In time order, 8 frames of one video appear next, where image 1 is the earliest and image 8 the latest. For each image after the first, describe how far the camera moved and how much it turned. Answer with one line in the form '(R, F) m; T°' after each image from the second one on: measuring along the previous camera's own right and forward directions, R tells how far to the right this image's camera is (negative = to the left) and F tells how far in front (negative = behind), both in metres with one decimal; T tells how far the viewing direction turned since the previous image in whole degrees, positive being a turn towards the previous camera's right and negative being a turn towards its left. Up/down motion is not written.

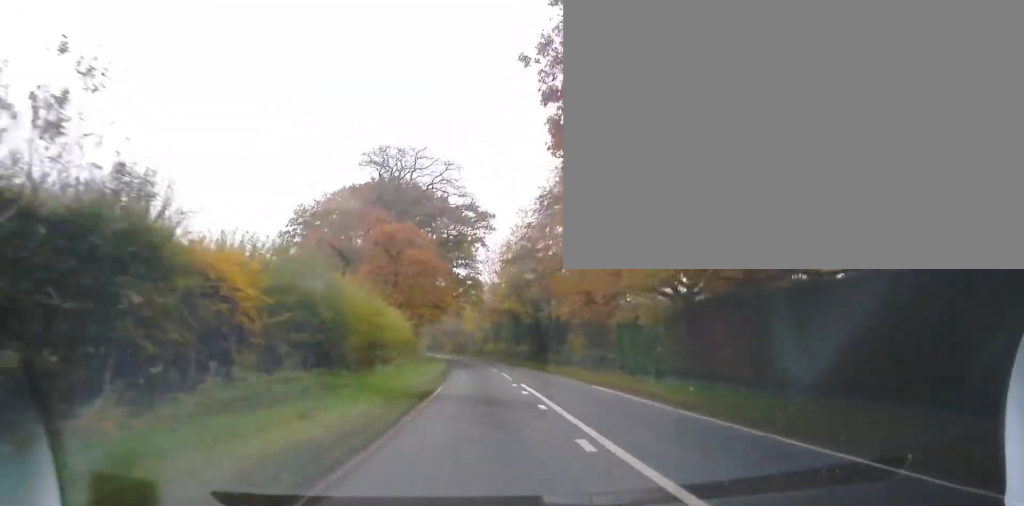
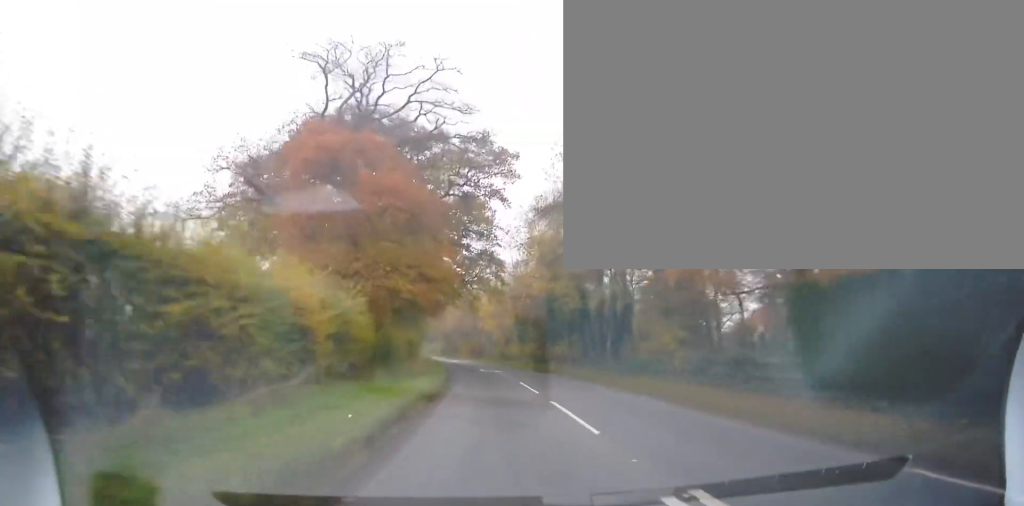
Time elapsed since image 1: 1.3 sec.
(-0.2, +17.2) m; -1°
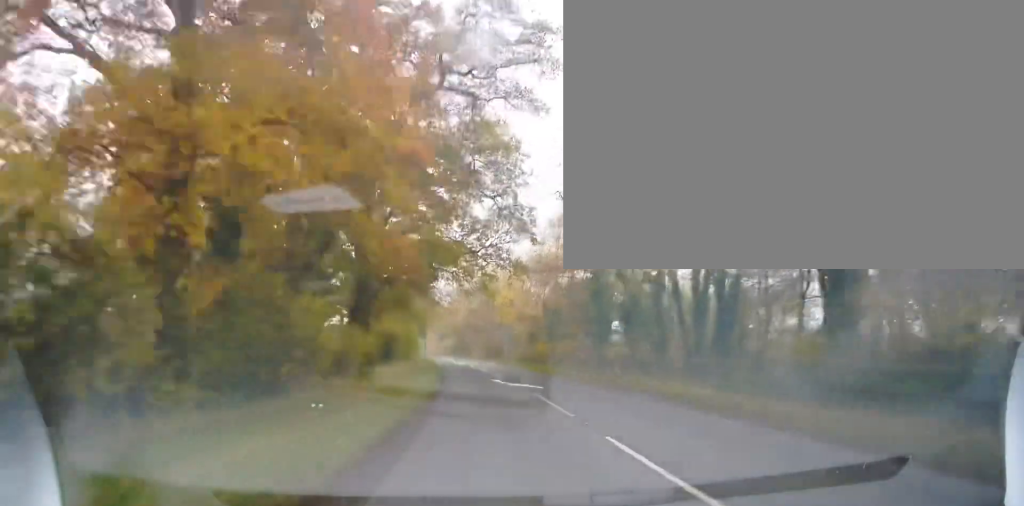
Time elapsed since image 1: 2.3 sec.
(+0.1, +15.3) m; 0°
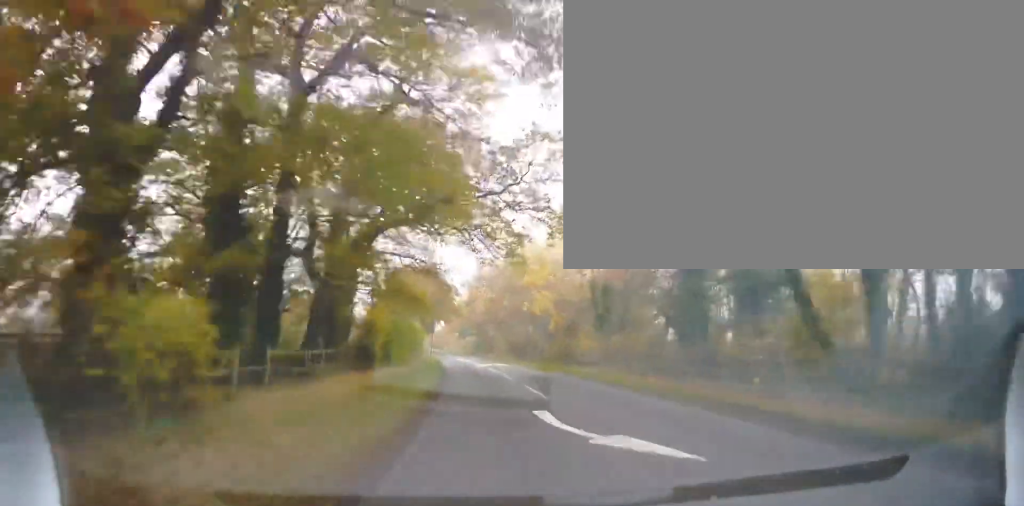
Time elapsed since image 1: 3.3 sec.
(0.0, +13.8) m; -4°
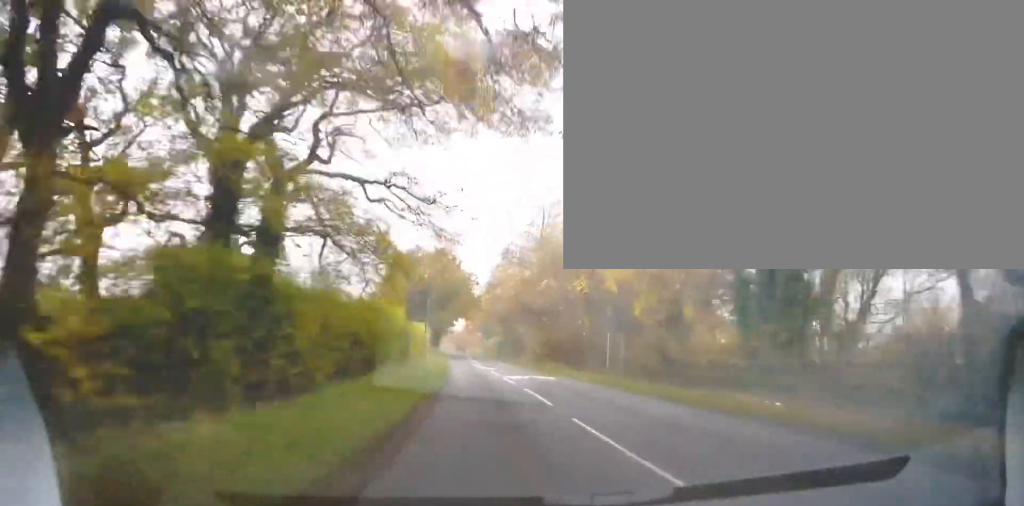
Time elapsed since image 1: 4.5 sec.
(-1.0, +18.4) m; -2°
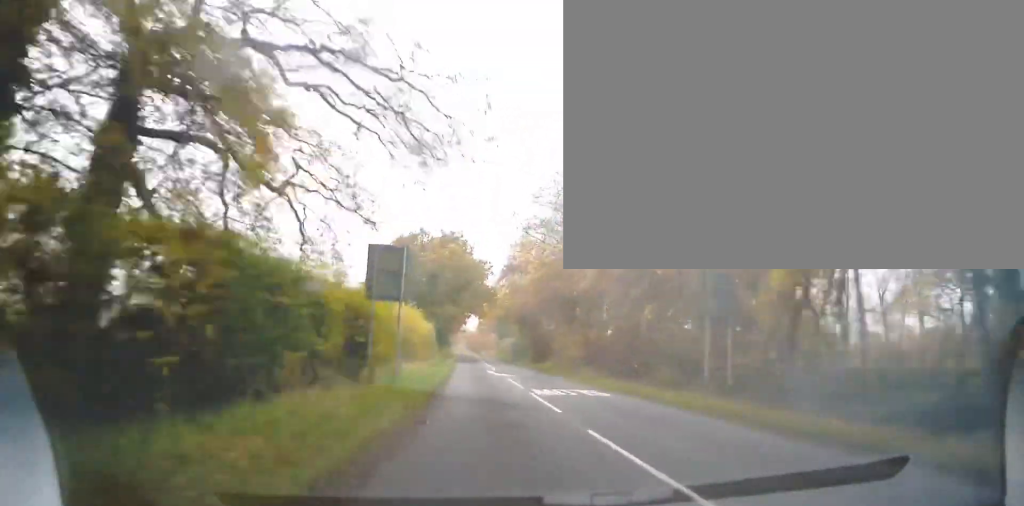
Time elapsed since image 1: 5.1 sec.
(+0.4, +10.5) m; -1°
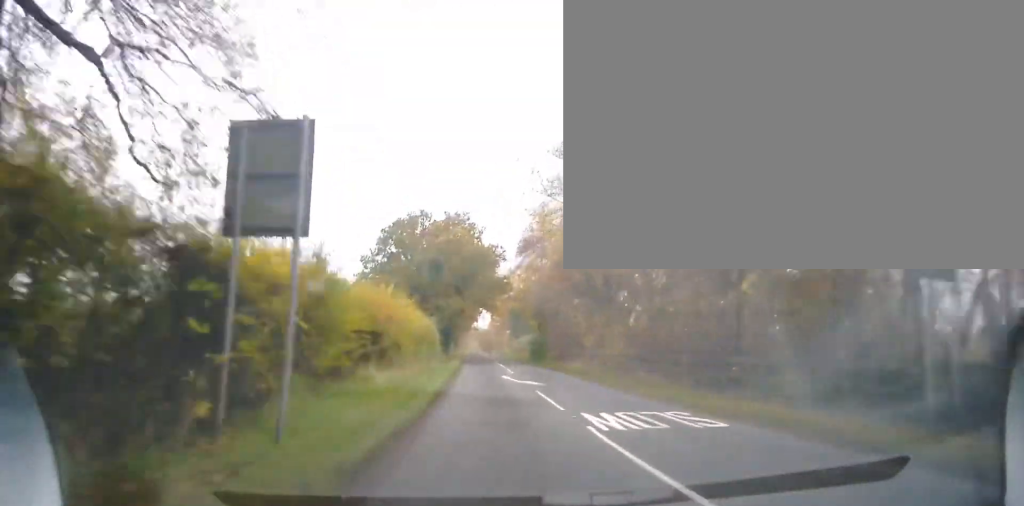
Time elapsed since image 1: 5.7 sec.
(-0.1, +8.5) m; -1°
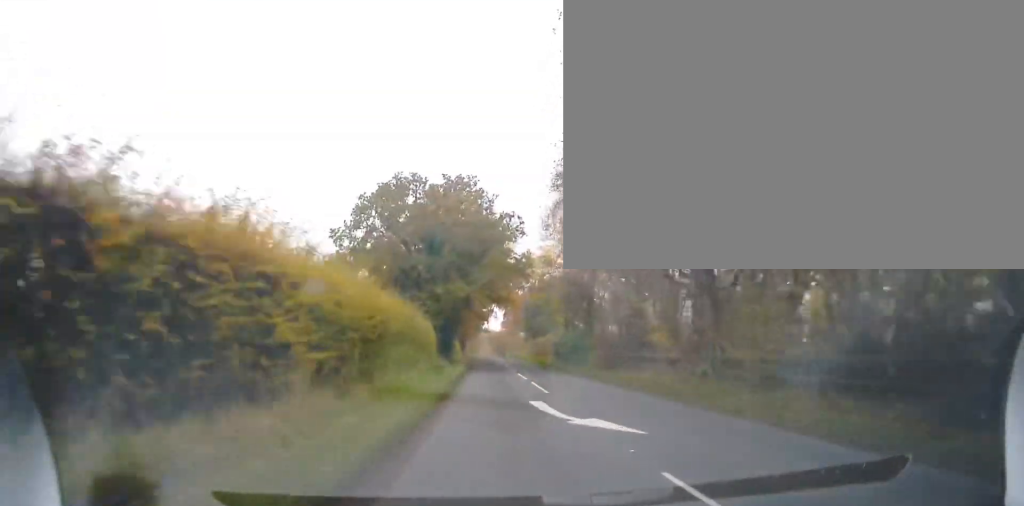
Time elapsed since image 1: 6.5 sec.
(-0.6, +12.8) m; -2°
